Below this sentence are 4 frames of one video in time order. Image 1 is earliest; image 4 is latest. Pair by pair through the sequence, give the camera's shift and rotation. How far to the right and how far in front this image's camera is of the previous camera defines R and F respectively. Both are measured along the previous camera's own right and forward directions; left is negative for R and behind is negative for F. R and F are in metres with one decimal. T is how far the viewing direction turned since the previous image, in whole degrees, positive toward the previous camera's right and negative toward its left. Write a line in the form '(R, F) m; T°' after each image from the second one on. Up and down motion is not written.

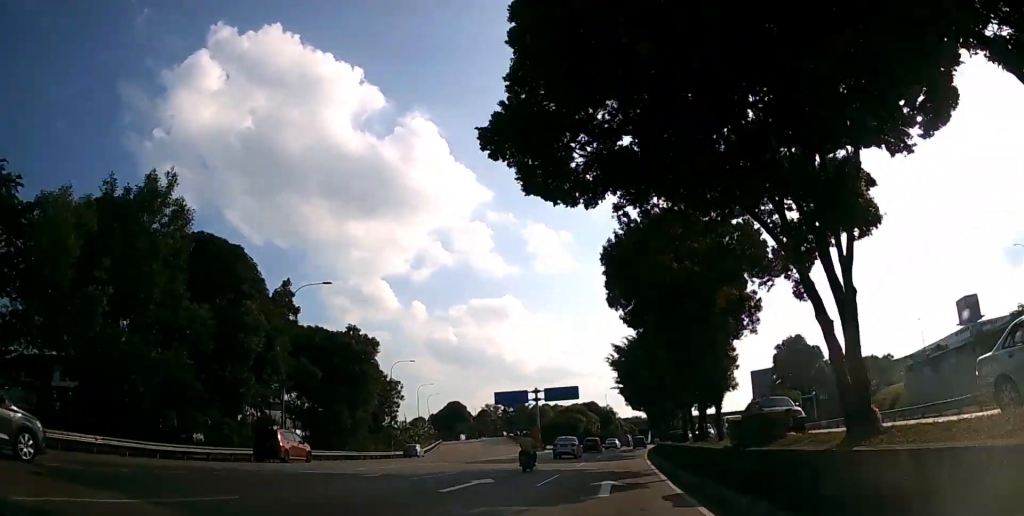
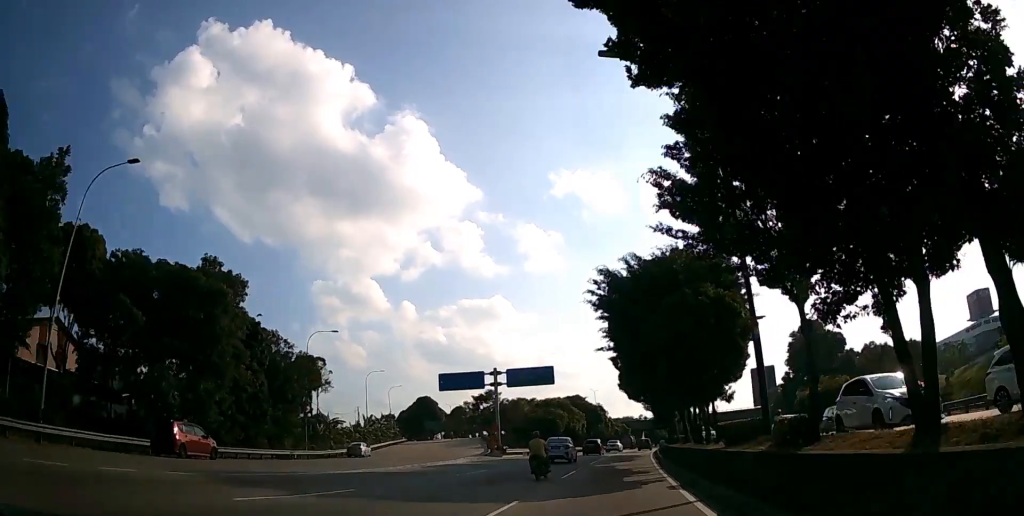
(+0.3, +19.9) m; +1°
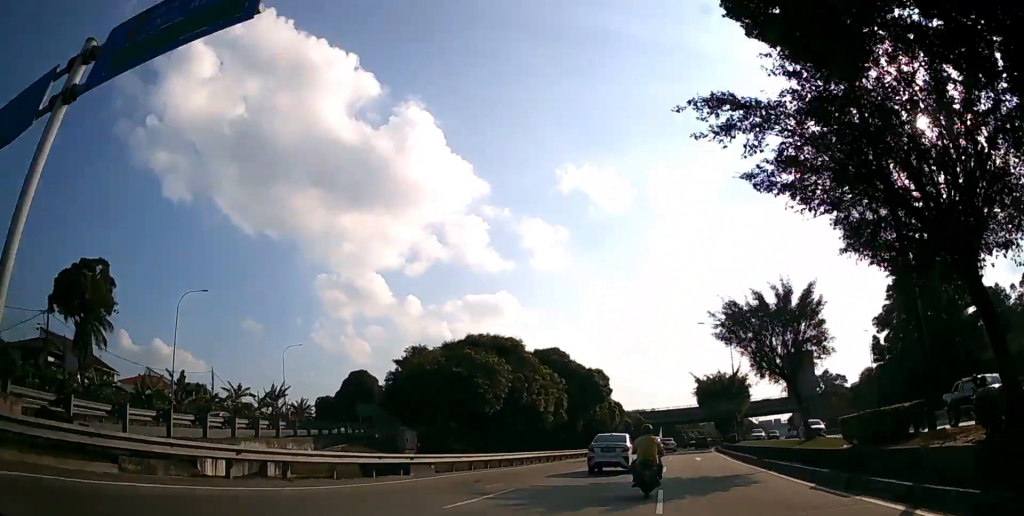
(+0.3, +46.5) m; 0°
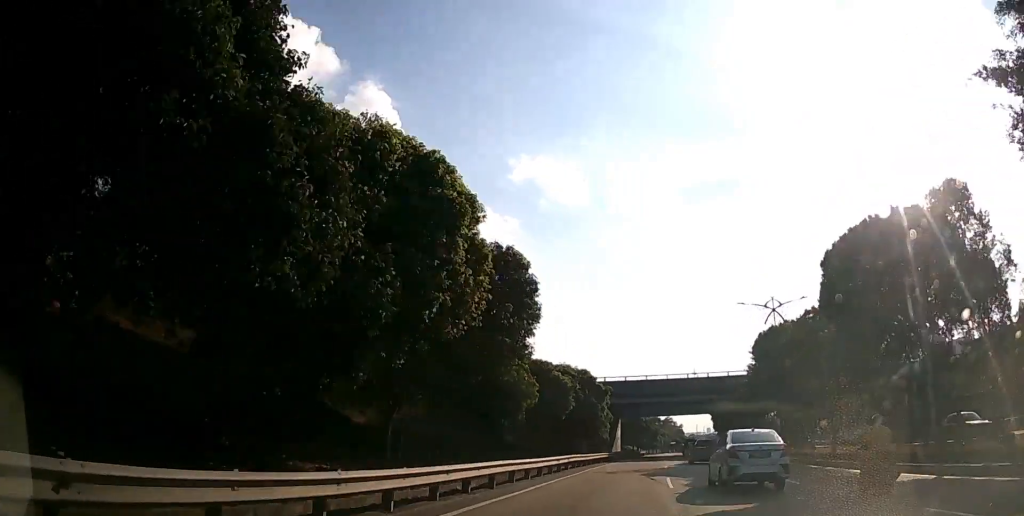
(+1.4, +54.7) m; +5°
